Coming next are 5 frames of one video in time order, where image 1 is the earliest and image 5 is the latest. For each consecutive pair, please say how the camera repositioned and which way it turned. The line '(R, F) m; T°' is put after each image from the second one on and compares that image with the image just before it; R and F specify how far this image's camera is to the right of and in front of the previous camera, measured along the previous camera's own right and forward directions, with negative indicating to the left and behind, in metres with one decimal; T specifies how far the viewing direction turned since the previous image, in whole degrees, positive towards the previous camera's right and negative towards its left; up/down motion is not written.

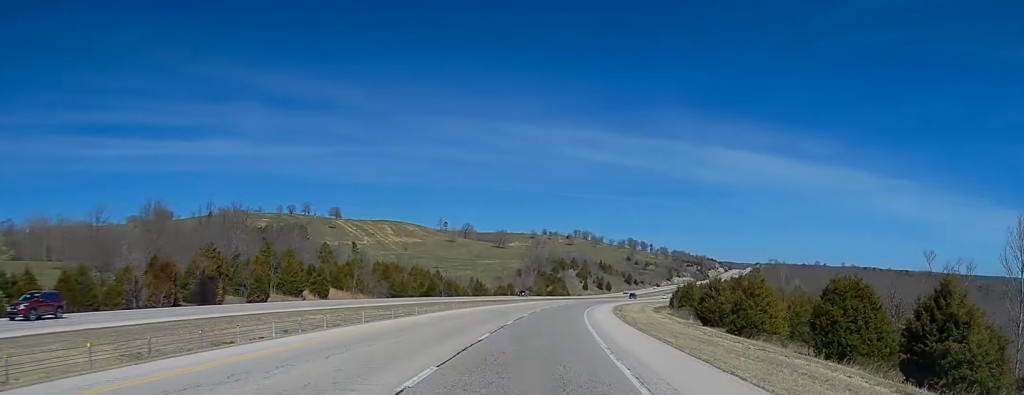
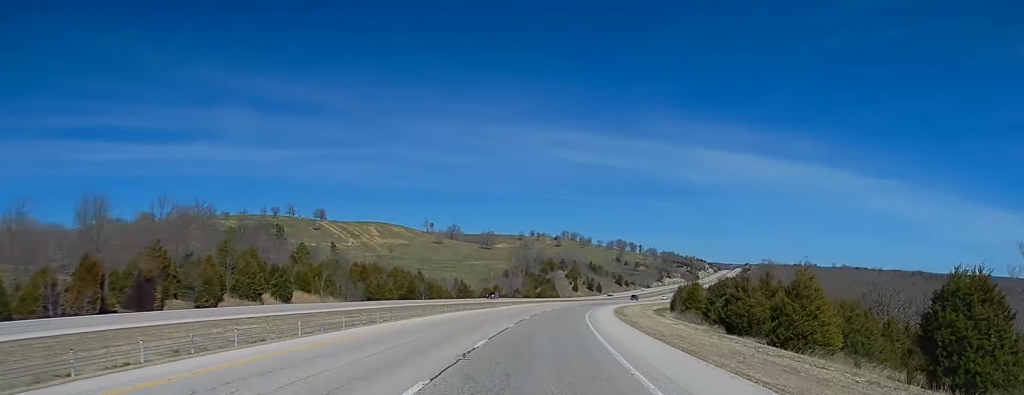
(+0.3, +14.1) m; +2°
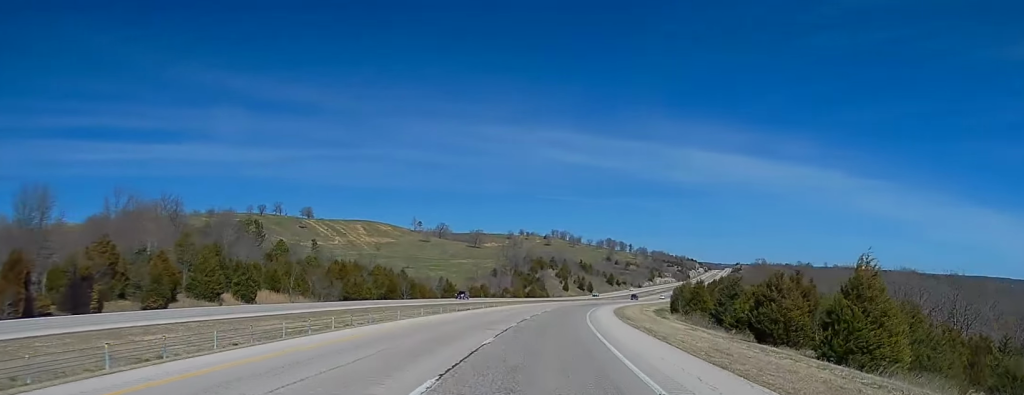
(0.0, +11.4) m; +1°
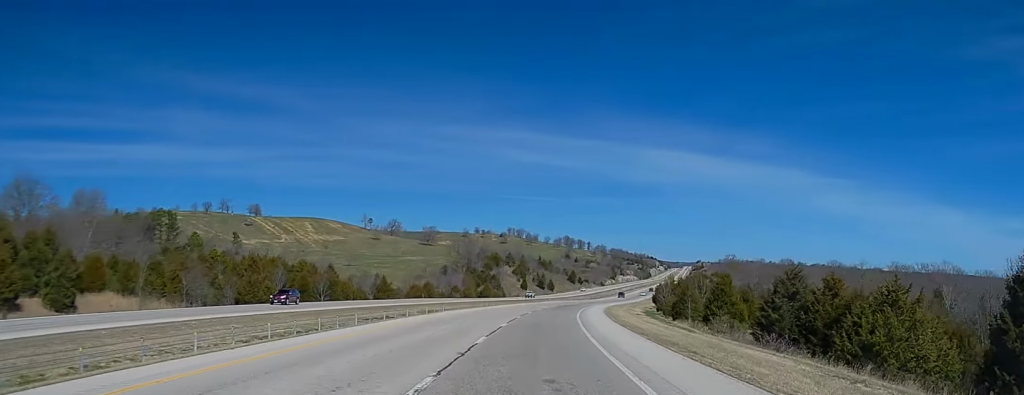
(+1.5, +36.2) m; +4°
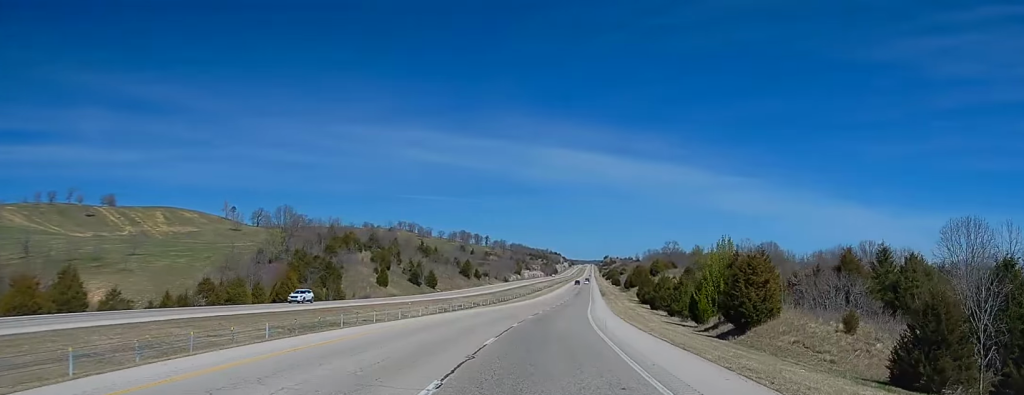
(+6.3, +122.8) m; +6°
